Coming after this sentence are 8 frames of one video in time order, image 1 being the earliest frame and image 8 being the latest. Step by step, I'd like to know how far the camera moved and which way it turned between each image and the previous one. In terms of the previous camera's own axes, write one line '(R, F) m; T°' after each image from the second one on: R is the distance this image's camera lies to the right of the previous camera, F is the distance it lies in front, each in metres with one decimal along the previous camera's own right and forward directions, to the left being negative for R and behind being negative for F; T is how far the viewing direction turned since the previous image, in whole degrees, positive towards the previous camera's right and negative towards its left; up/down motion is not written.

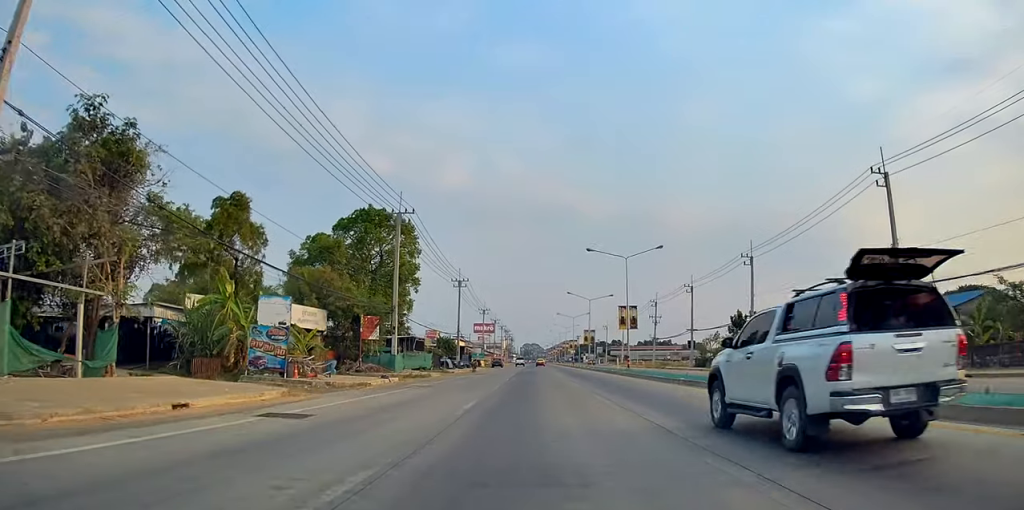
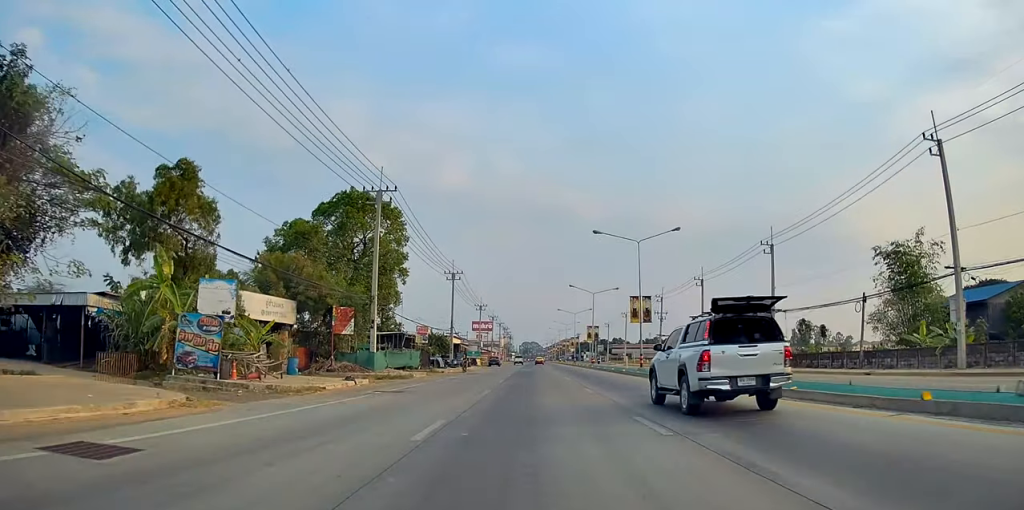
(0.0, +6.9) m; -1°
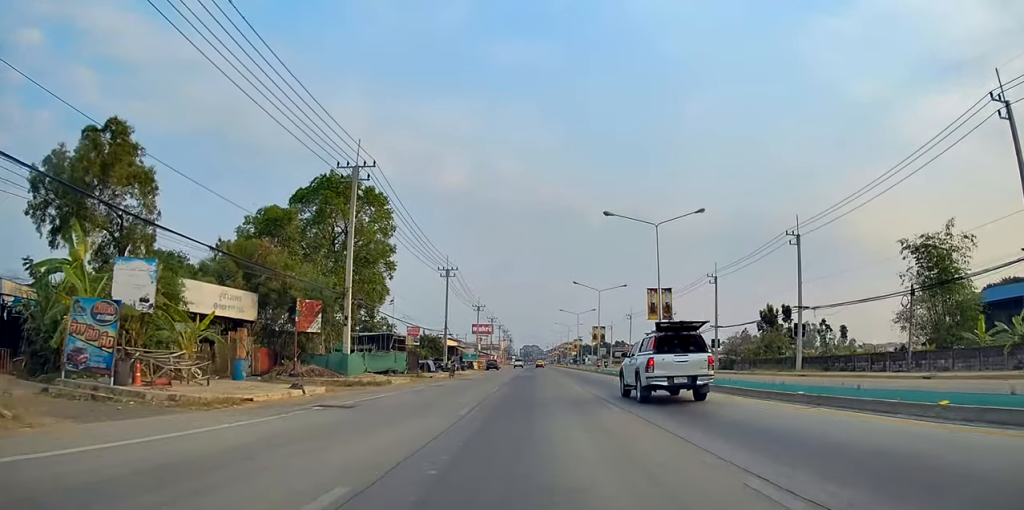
(-0.4, +6.7) m; 0°
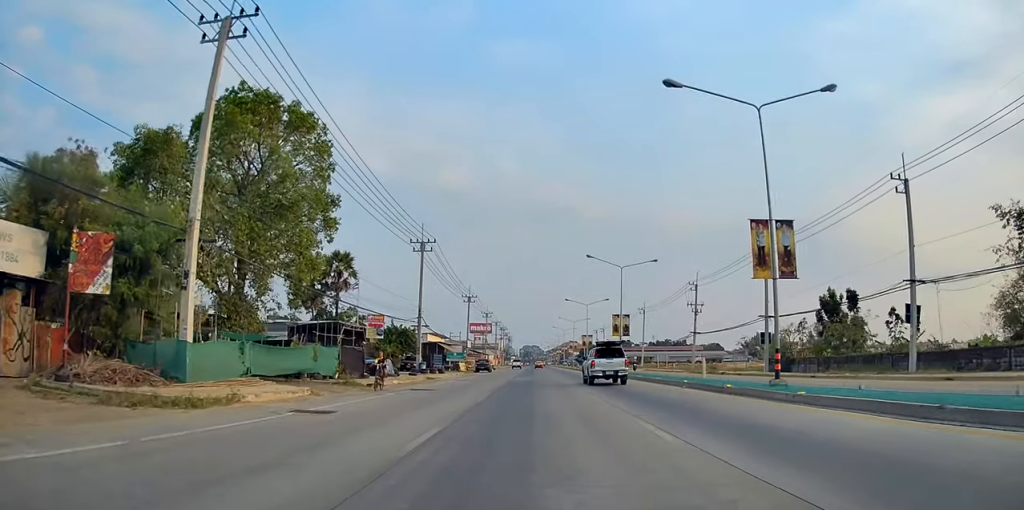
(+0.4, +18.5) m; +3°
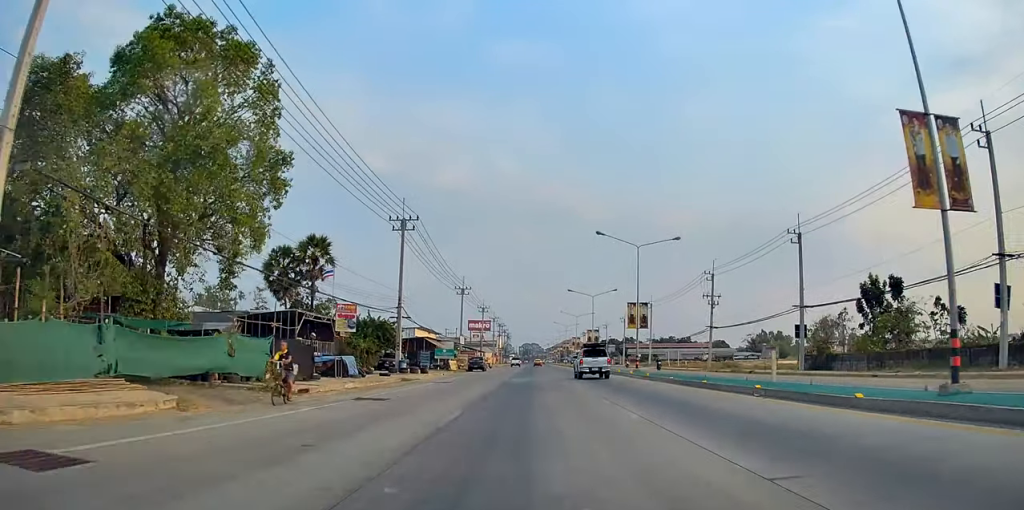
(0.0, +9.4) m; 0°
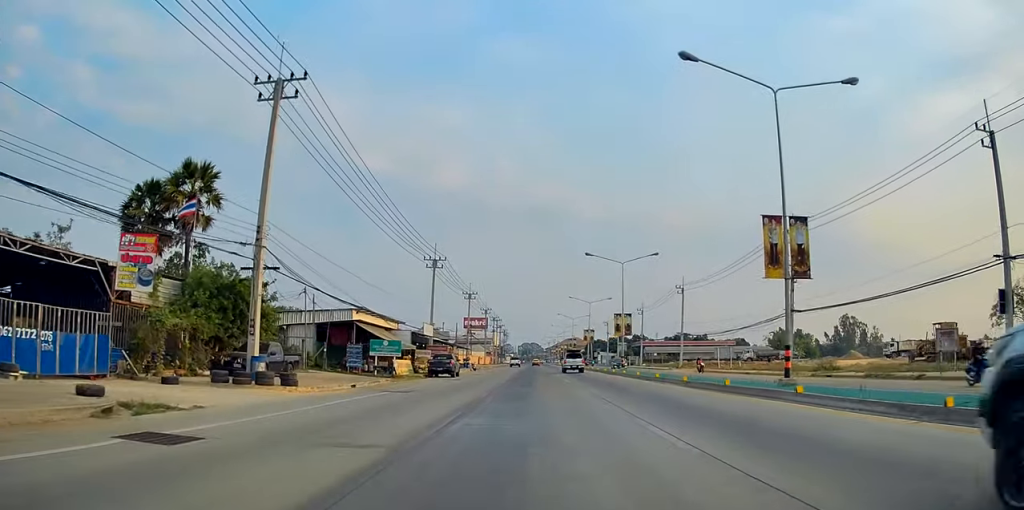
(-0.1, +27.9) m; 0°
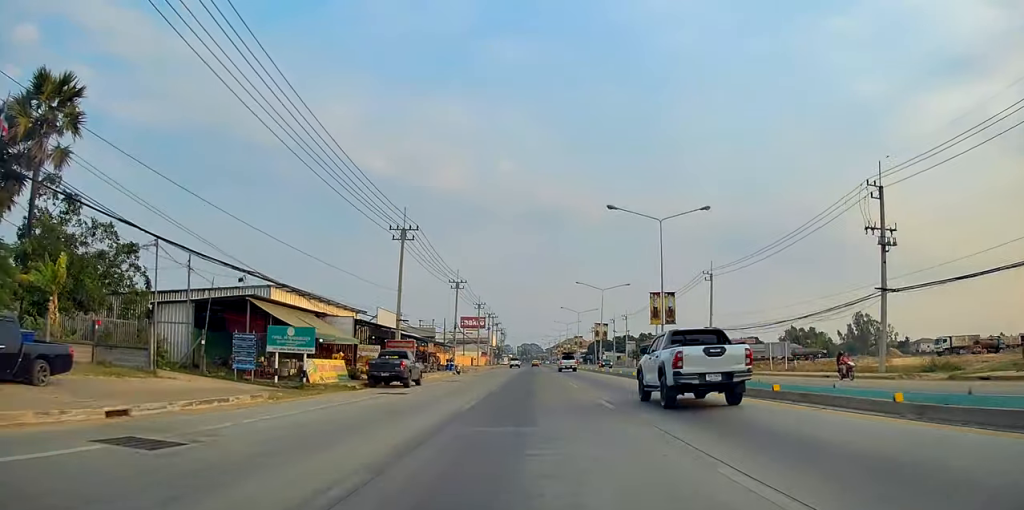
(0.0, +17.0) m; +2°
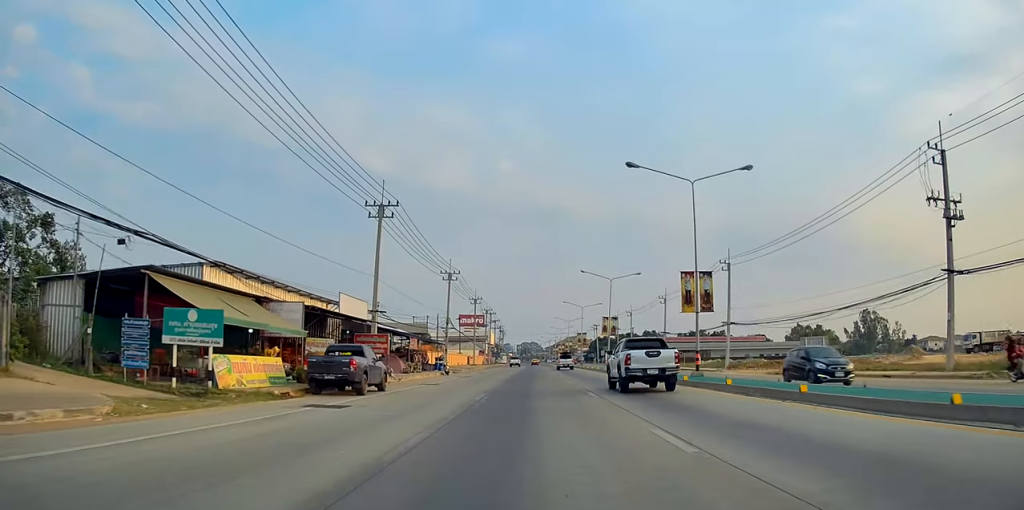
(-0.1, +7.8) m; +1°
